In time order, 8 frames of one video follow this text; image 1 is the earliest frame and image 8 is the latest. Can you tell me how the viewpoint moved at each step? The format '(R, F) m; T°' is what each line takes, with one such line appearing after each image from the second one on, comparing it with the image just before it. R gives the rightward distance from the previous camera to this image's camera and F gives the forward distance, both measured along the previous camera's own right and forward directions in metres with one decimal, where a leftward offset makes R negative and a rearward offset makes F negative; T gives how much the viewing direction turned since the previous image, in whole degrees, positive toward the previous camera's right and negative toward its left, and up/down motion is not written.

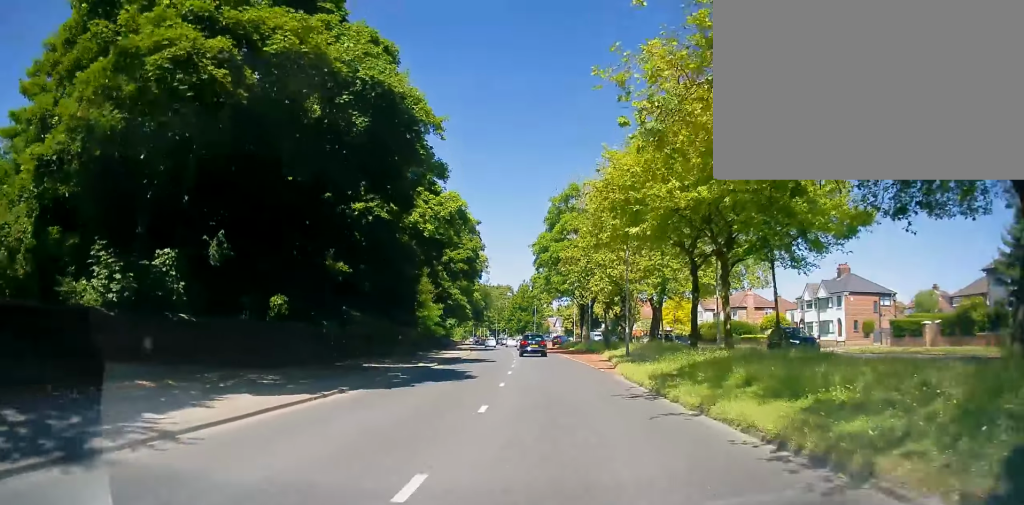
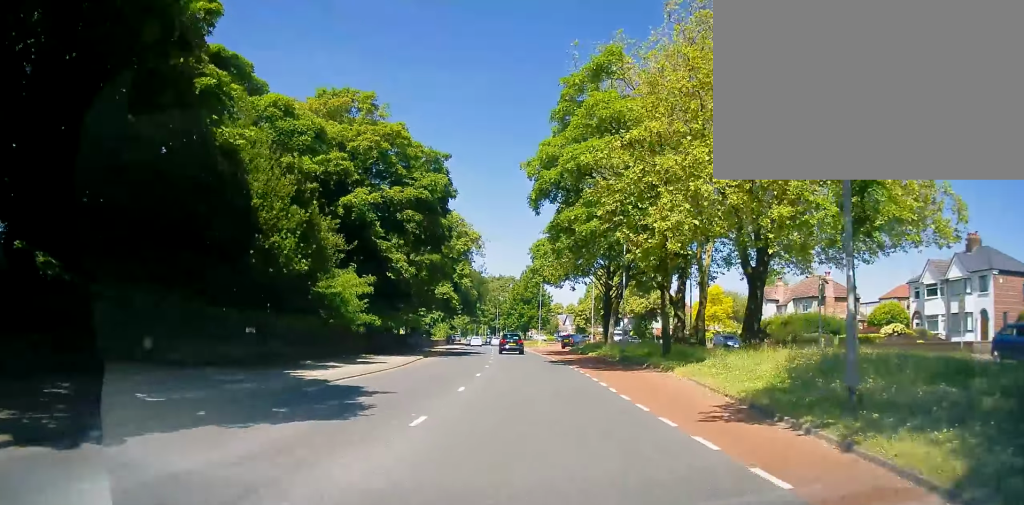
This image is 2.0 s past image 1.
(-0.6, +25.6) m; -1°
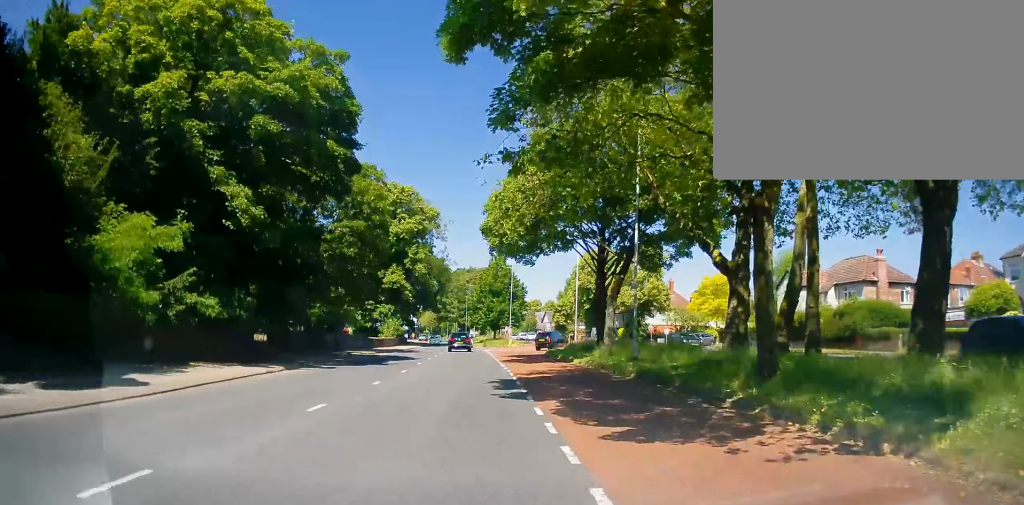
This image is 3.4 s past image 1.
(+0.2, +16.8) m; 0°
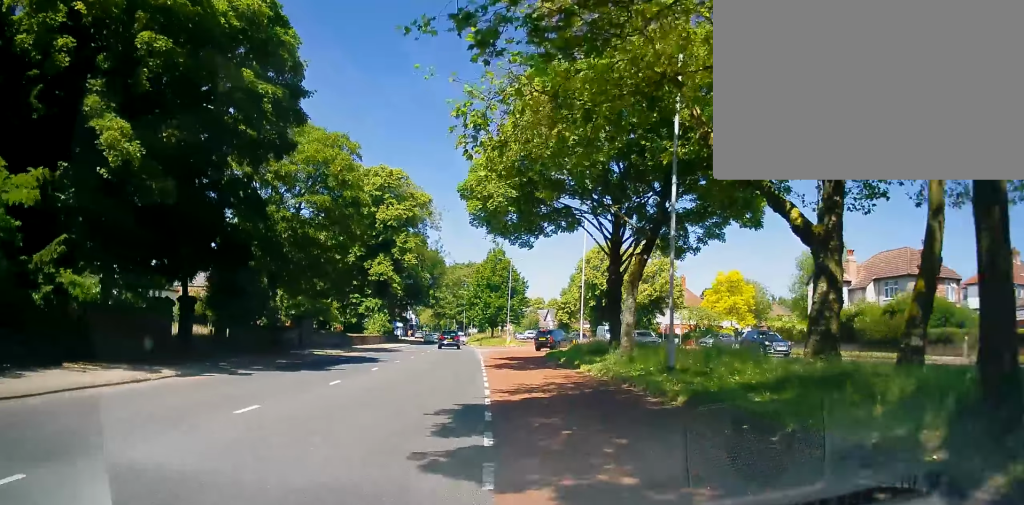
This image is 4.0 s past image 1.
(0.0, +7.2) m; 0°
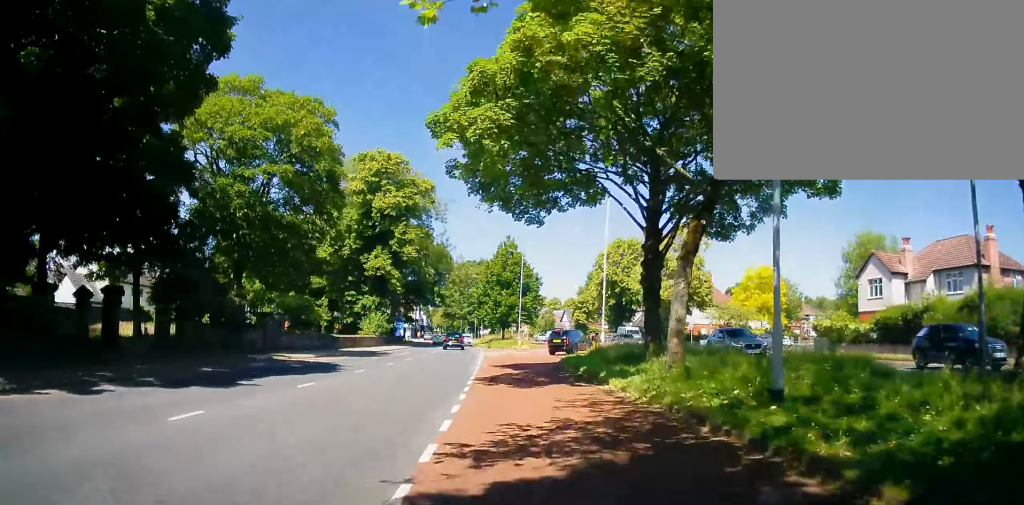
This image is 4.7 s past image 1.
(+0.2, +7.3) m; -1°
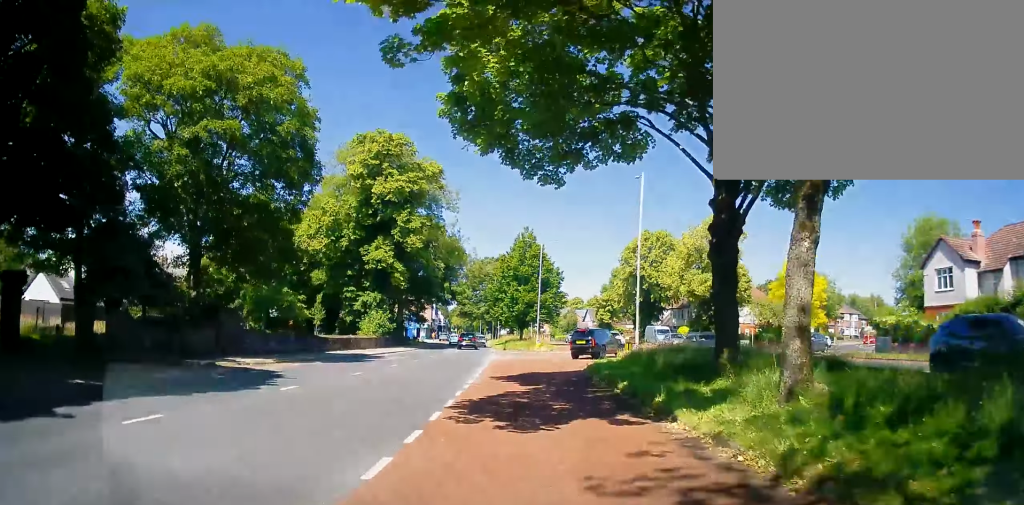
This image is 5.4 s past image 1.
(-0.3, +6.8) m; -2°
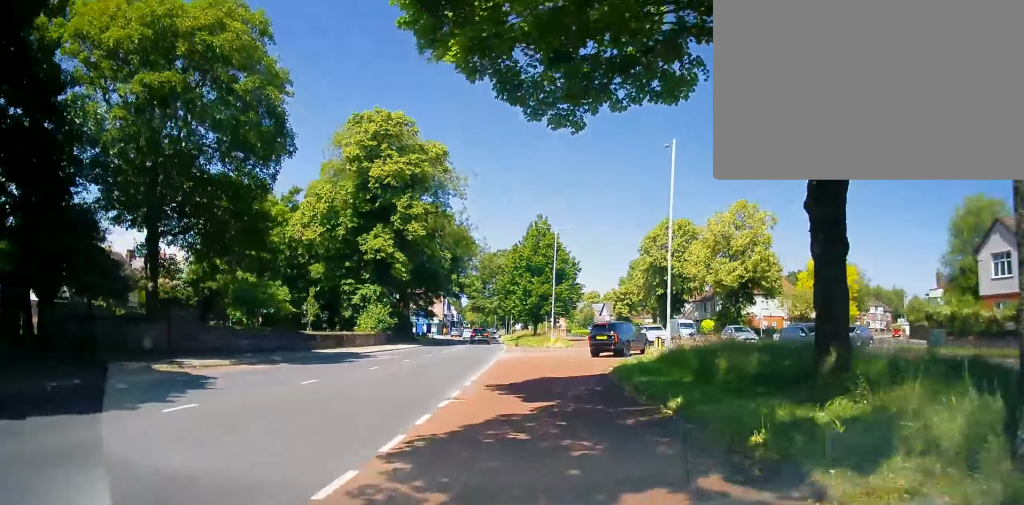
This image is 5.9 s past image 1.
(-0.1, +4.9) m; -1°
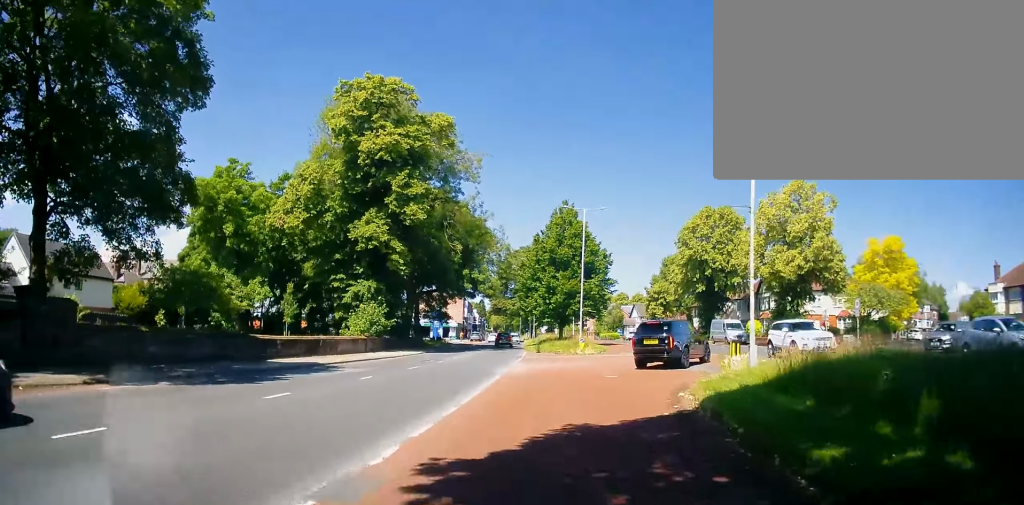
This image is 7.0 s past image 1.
(0.0, +8.7) m; -2°
